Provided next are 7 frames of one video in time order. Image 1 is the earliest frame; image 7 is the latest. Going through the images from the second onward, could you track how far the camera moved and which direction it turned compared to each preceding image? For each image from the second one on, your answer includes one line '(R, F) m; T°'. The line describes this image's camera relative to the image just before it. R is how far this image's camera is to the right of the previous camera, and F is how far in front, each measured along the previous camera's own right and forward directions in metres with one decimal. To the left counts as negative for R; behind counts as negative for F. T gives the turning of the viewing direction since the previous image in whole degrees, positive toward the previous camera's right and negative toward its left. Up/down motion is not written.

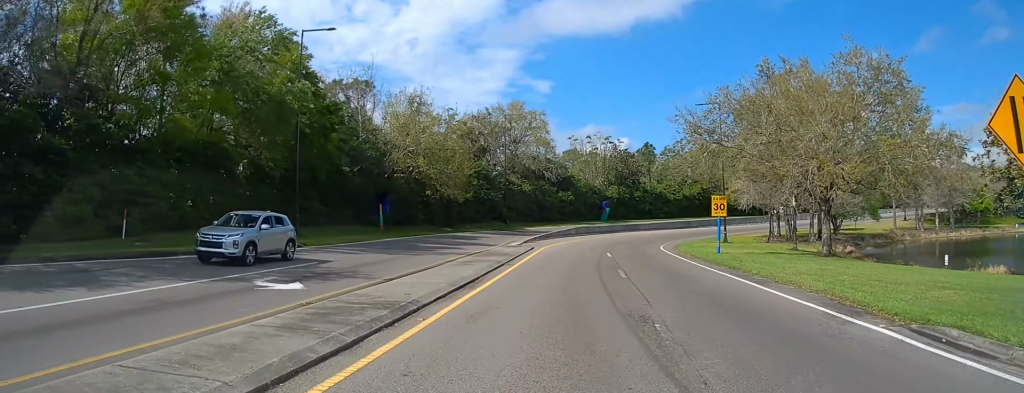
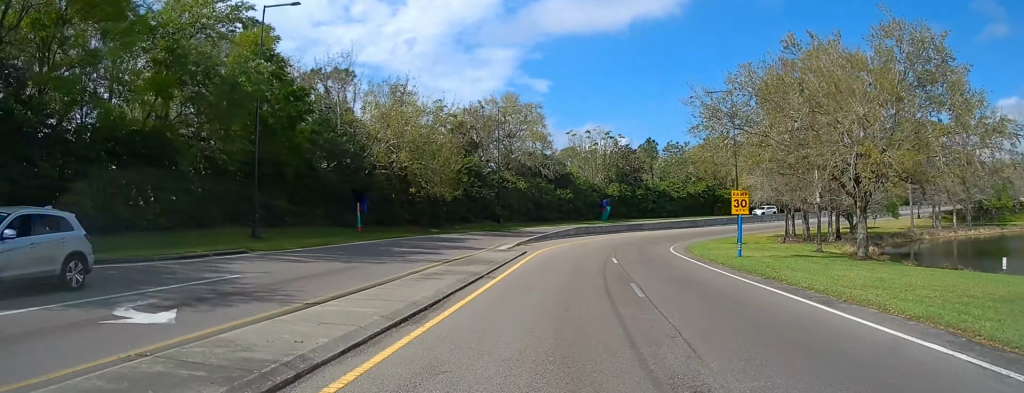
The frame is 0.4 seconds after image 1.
(0.0, +5.4) m; 0°
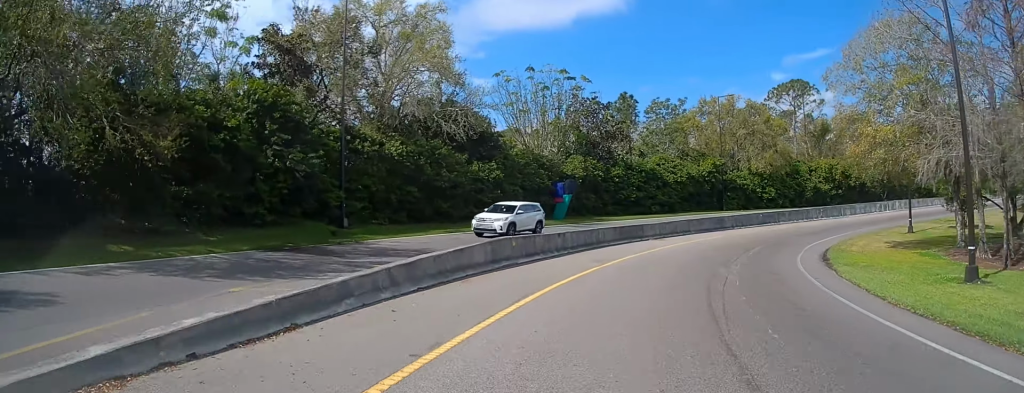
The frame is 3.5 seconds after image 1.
(+3.4, +36.8) m; +16°
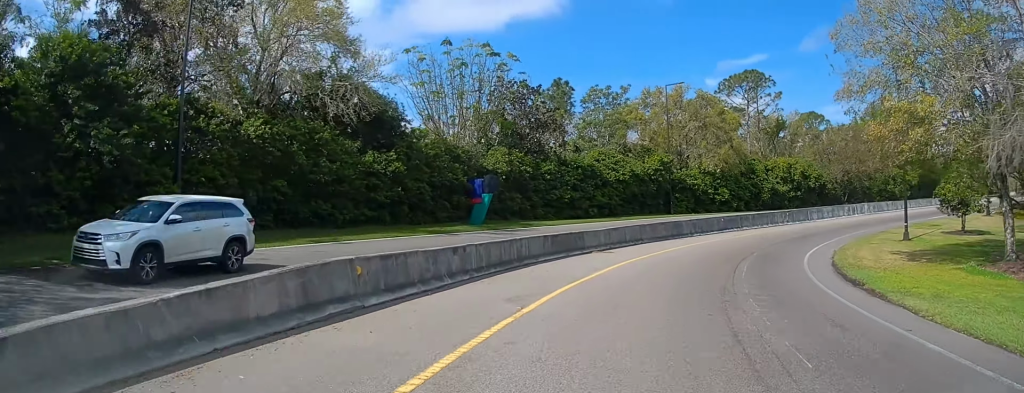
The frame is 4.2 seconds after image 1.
(+0.5, +9.2) m; +7°
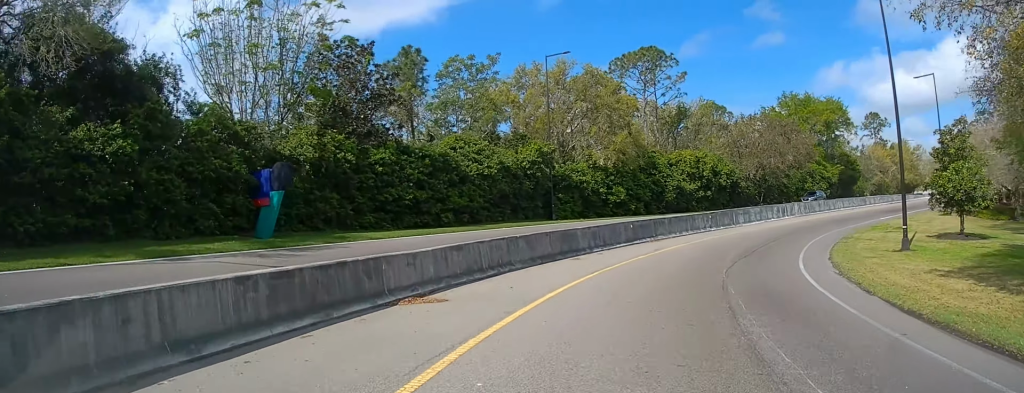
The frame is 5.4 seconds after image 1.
(+1.3, +14.1) m; +12°
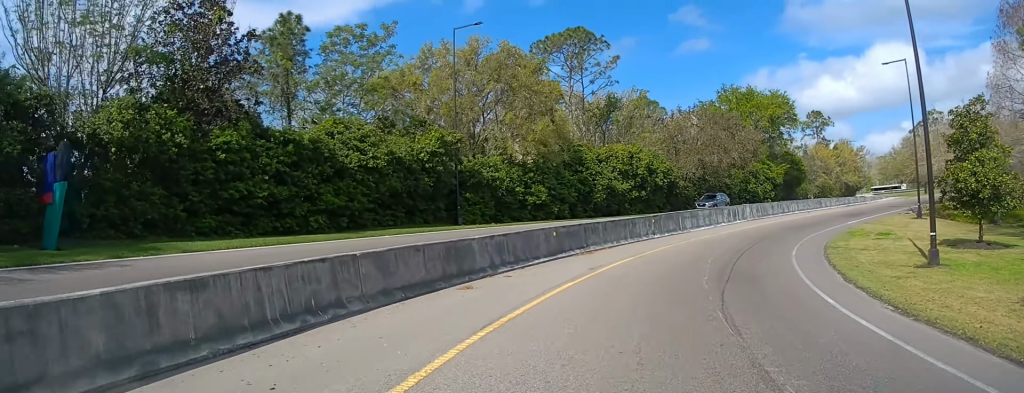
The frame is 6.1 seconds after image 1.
(+0.6, +8.5) m; +7°
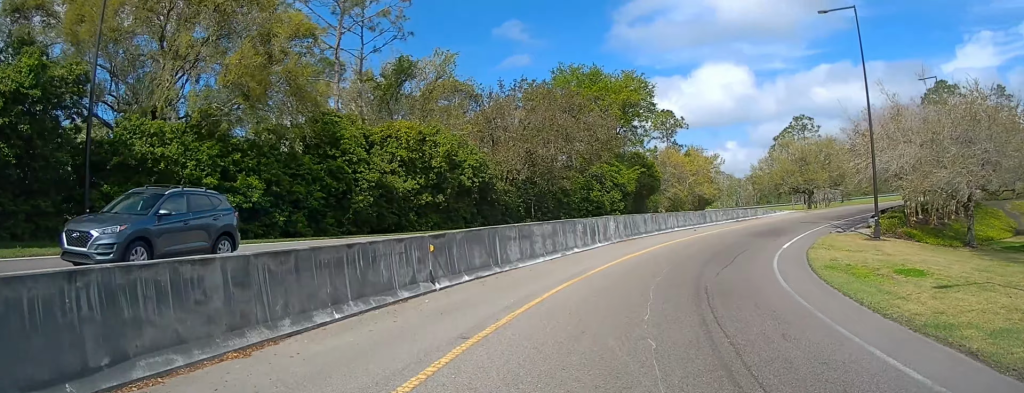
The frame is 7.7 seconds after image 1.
(+2.4, +19.8) m; +14°
